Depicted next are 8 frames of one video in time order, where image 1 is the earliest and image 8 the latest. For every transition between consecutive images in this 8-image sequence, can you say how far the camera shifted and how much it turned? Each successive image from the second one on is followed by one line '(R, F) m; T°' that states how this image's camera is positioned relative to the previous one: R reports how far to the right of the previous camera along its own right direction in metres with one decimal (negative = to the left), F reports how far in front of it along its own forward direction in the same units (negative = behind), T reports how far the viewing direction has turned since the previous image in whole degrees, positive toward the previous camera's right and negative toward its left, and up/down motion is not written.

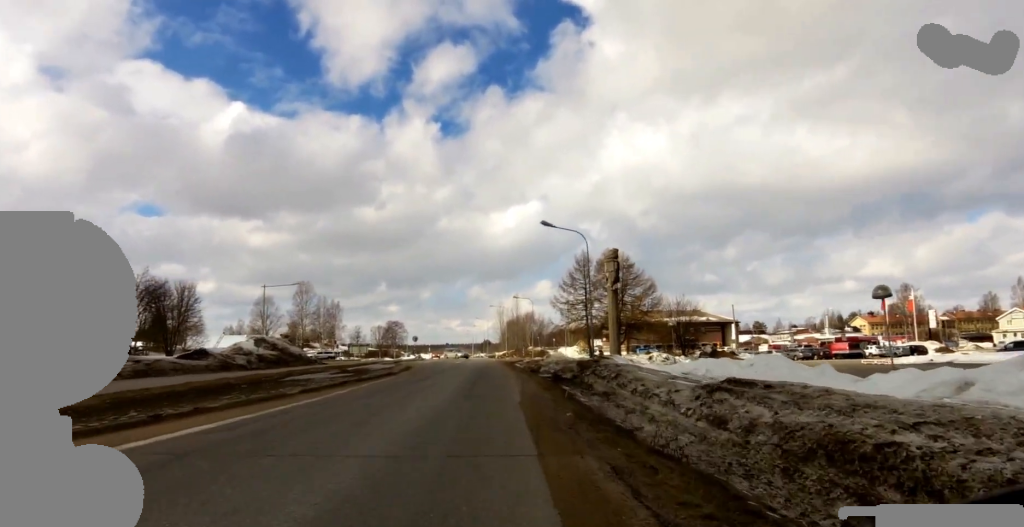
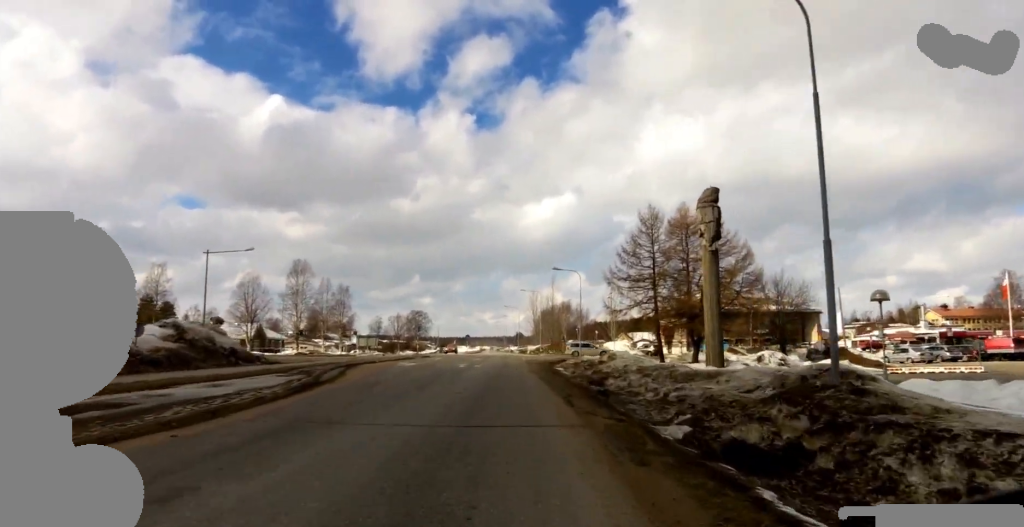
(-0.1, +18.3) m; -1°
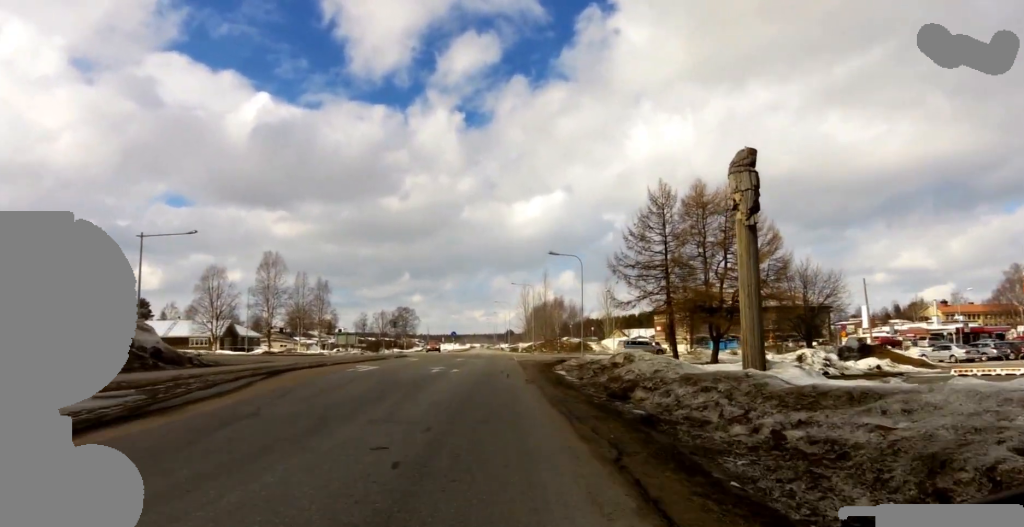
(-0.3, +6.5) m; +1°
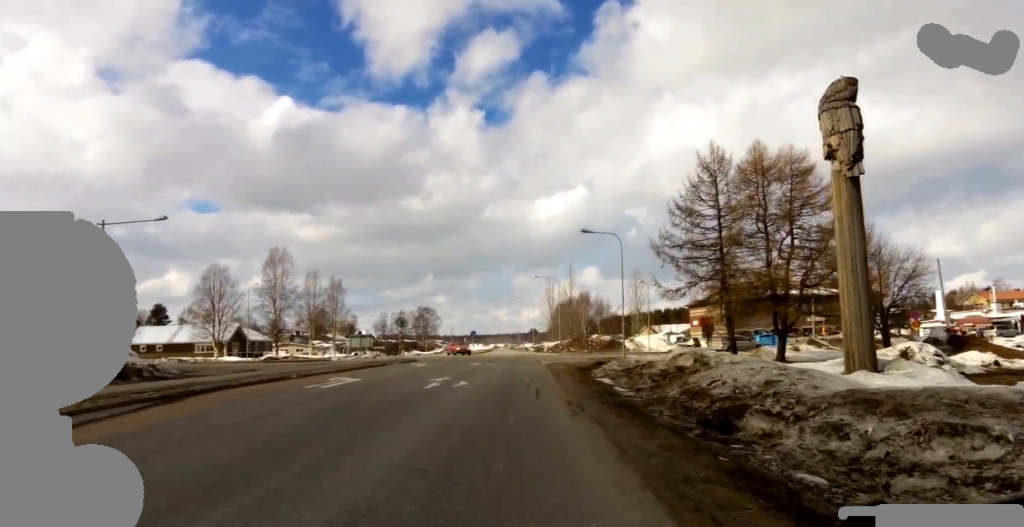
(+0.9, +6.2) m; +2°
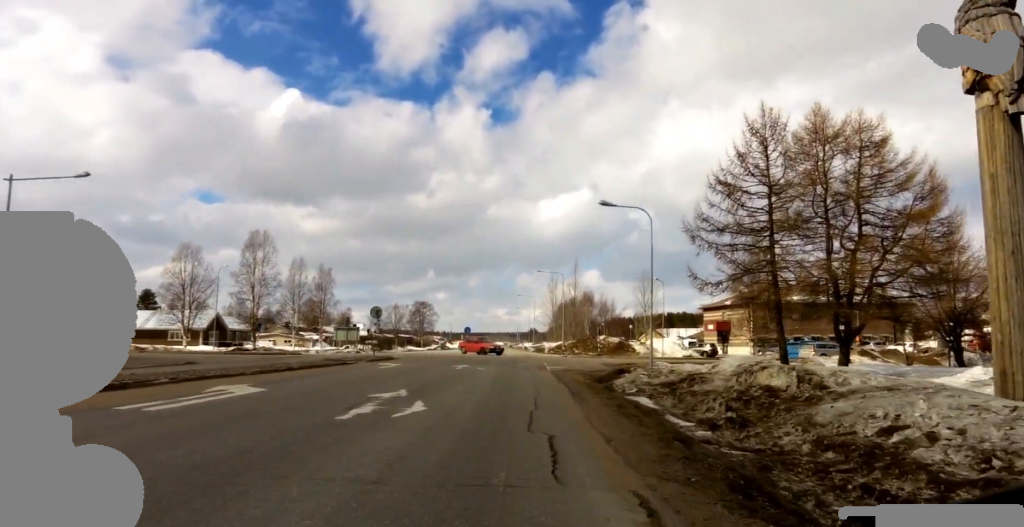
(-0.9, +6.4) m; 0°
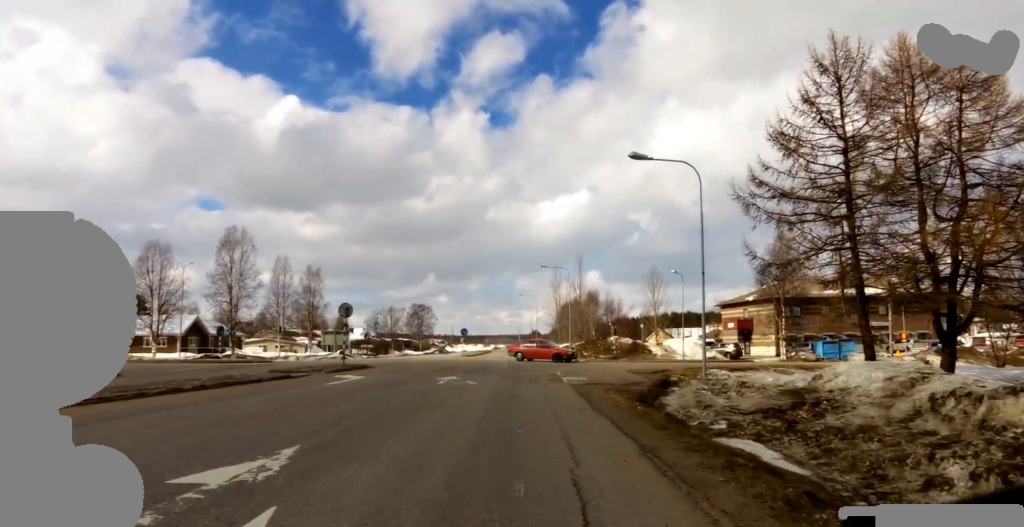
(+0.8, +6.3) m; -2°
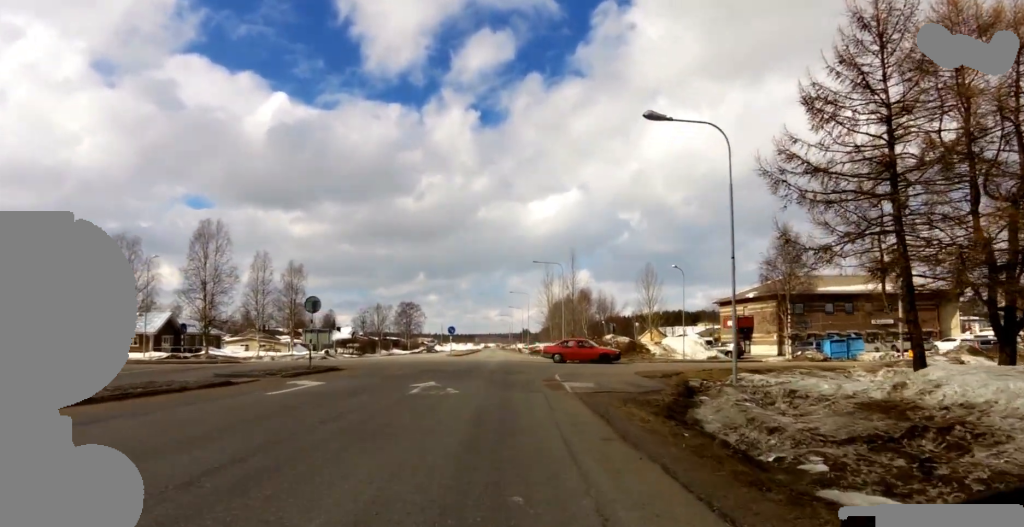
(+0.1, +3.1) m; -1°
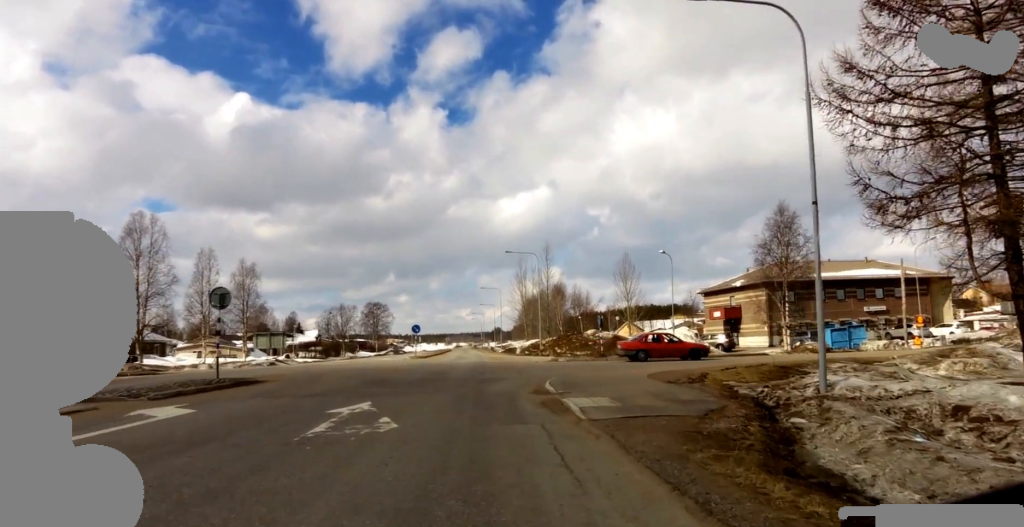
(-1.0, +4.9) m; 0°
